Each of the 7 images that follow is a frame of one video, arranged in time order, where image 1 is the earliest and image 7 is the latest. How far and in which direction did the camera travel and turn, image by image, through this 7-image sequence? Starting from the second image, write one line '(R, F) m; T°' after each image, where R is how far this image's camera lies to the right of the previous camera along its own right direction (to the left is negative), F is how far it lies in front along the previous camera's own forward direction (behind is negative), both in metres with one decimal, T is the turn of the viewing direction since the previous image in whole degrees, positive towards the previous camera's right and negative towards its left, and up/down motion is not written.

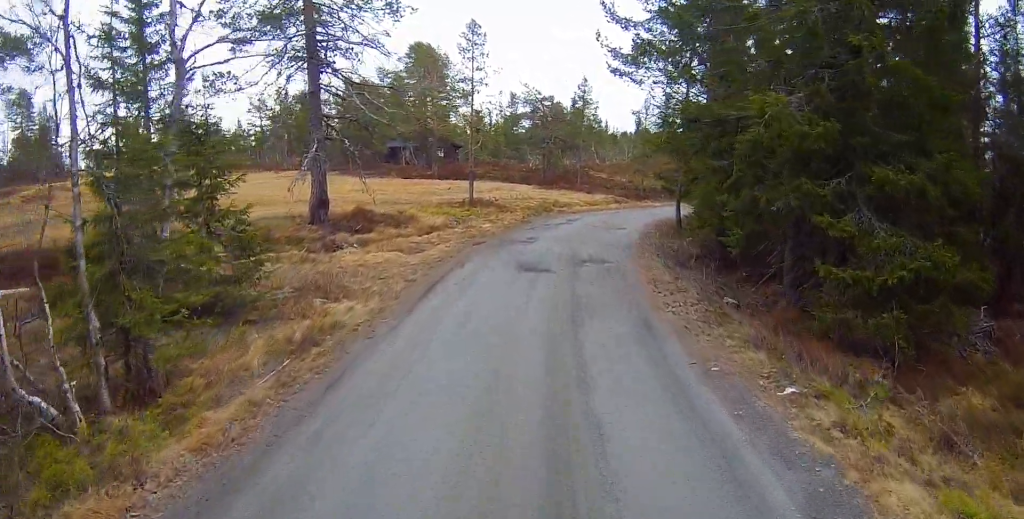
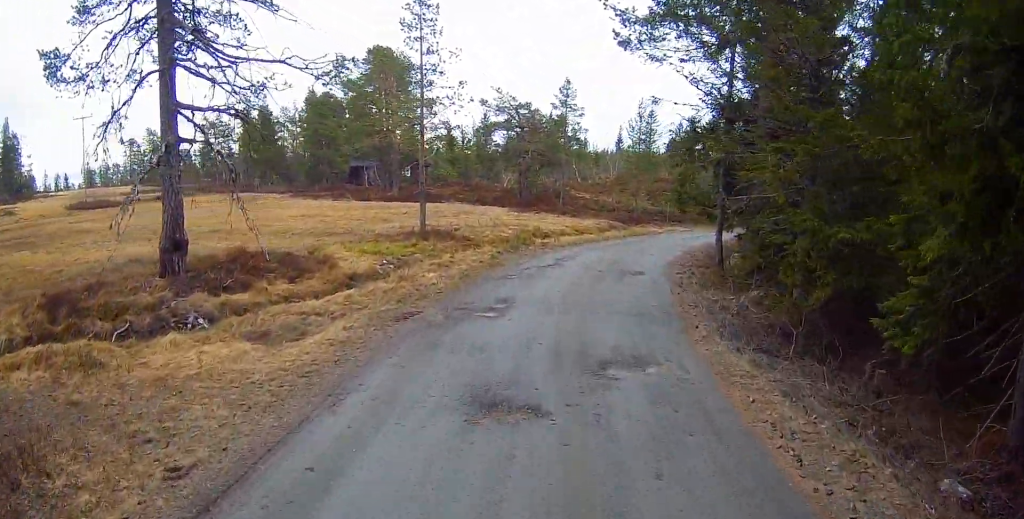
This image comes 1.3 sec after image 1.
(+0.2, +8.2) m; 0°
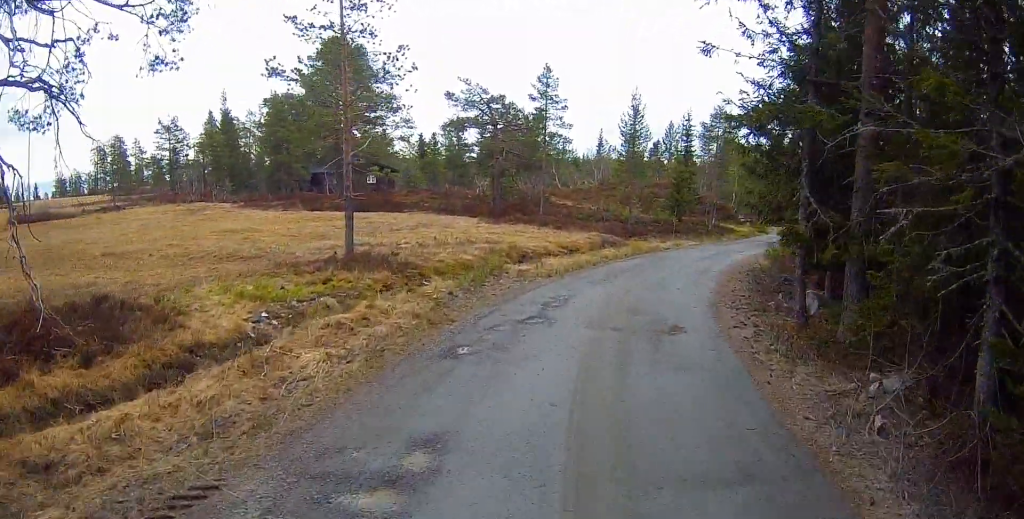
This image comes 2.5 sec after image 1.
(-0.1, +6.6) m; +3°
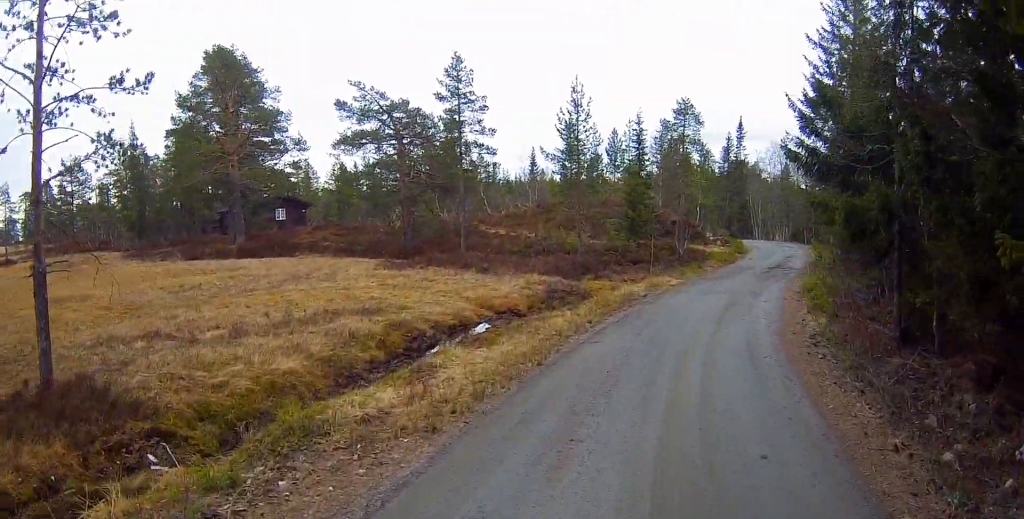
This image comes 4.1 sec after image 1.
(+0.9, +8.5) m; +10°
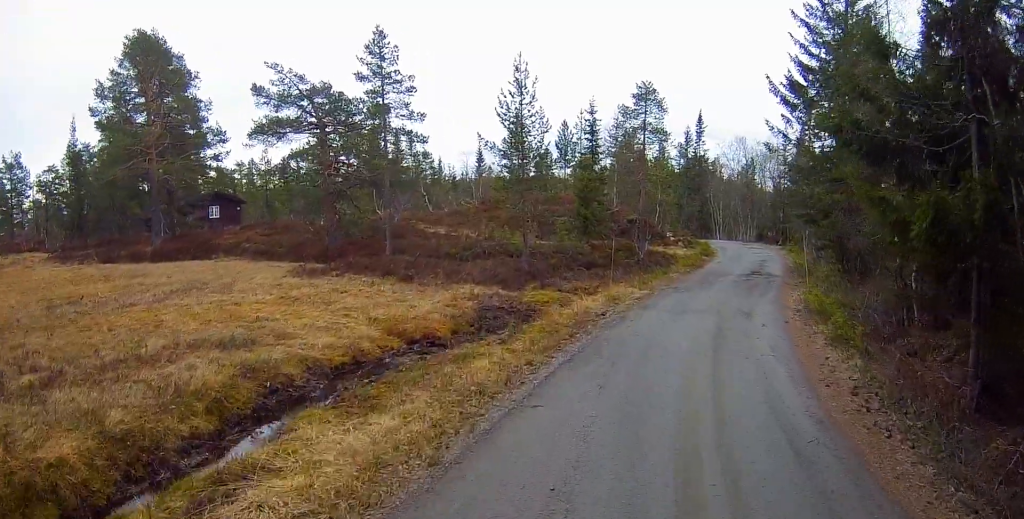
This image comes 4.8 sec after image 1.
(0.0, +3.5) m; +4°
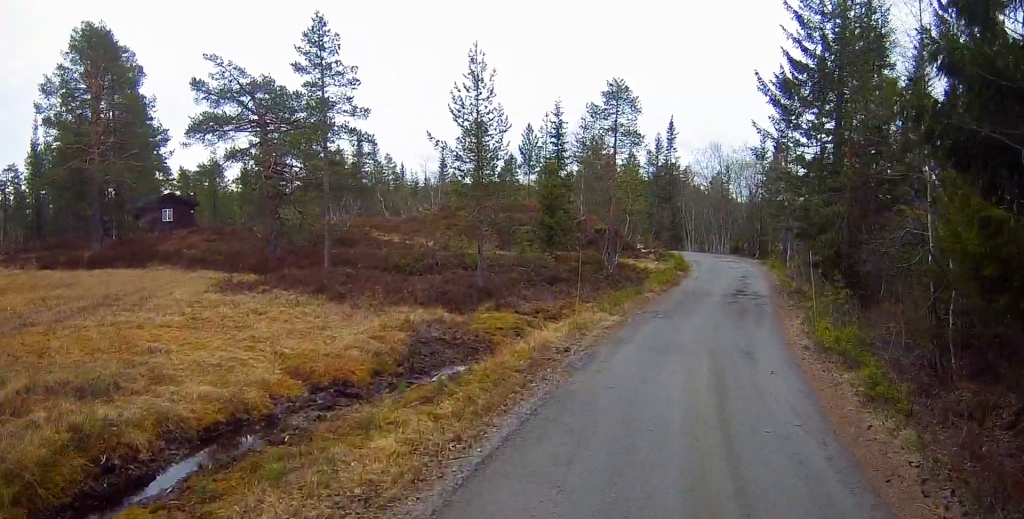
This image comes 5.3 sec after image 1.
(+0.2, +2.6) m; +4°
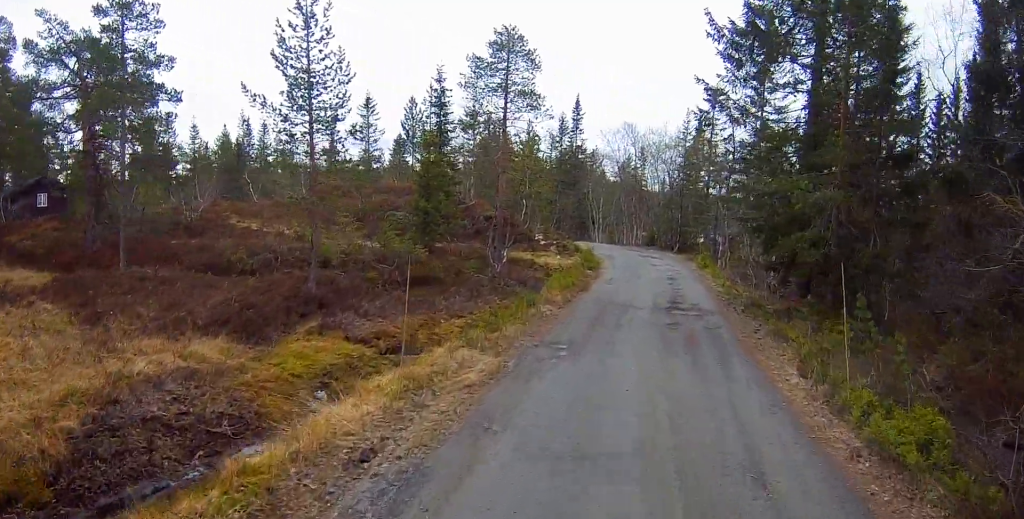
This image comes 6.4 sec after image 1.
(+0.5, +5.8) m; +8°
